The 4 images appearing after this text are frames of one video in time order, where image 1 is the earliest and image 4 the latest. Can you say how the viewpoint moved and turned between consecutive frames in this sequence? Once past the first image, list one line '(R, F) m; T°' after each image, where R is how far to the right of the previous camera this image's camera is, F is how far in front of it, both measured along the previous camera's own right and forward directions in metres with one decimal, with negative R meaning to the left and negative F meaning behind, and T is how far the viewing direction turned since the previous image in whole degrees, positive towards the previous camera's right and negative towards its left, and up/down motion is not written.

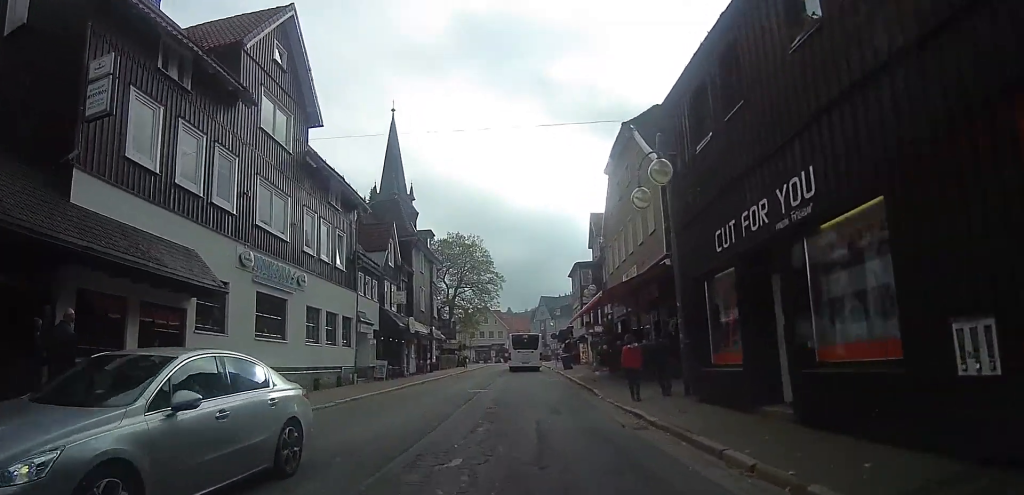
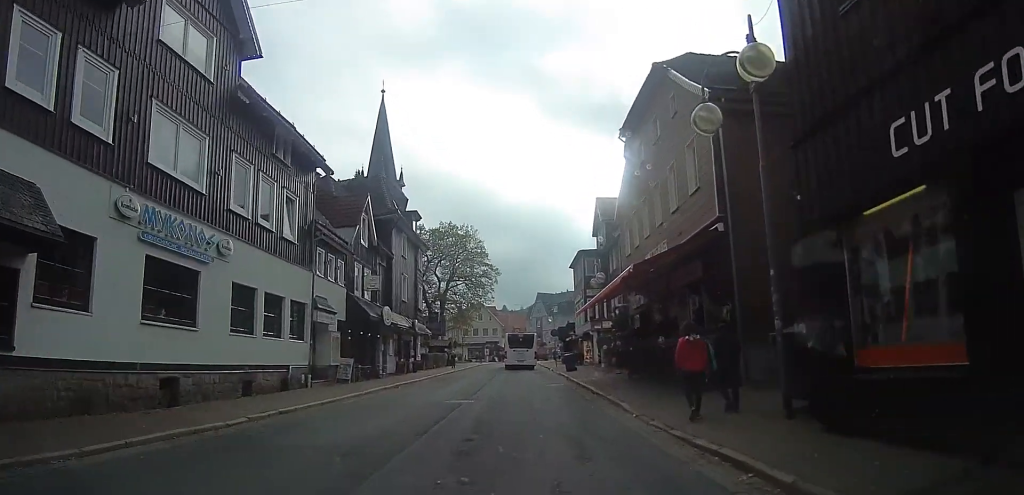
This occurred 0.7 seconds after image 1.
(0.0, +4.9) m; +3°
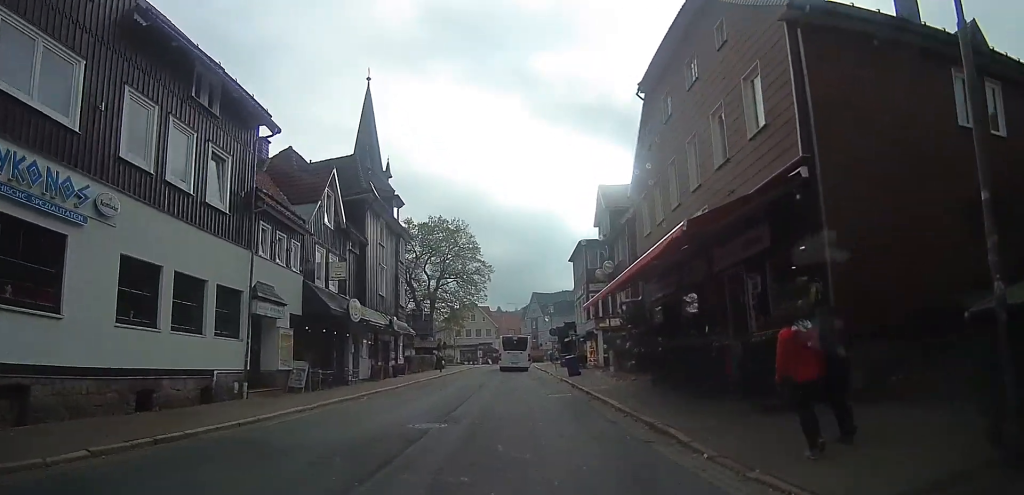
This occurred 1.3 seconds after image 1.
(+0.5, +4.4) m; -2°
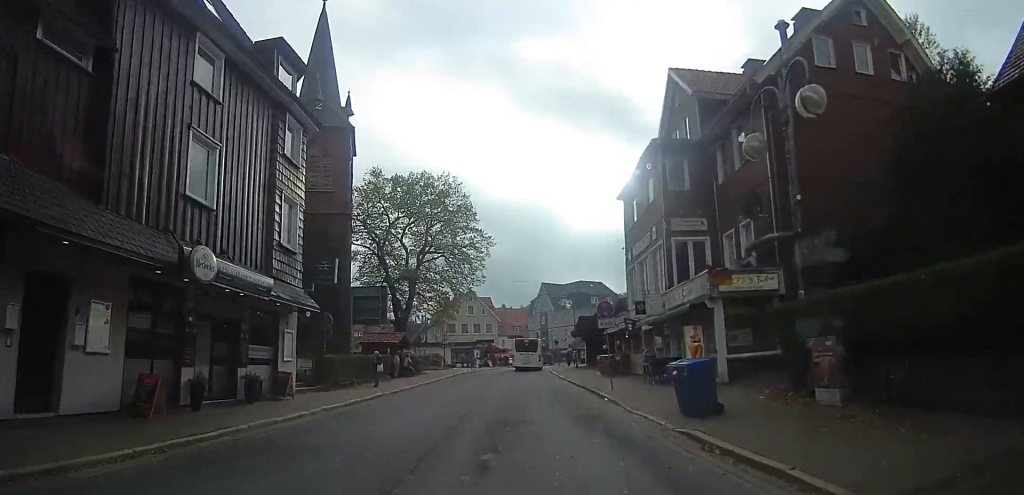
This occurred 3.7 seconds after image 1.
(-1.5, +17.9) m; +2°
